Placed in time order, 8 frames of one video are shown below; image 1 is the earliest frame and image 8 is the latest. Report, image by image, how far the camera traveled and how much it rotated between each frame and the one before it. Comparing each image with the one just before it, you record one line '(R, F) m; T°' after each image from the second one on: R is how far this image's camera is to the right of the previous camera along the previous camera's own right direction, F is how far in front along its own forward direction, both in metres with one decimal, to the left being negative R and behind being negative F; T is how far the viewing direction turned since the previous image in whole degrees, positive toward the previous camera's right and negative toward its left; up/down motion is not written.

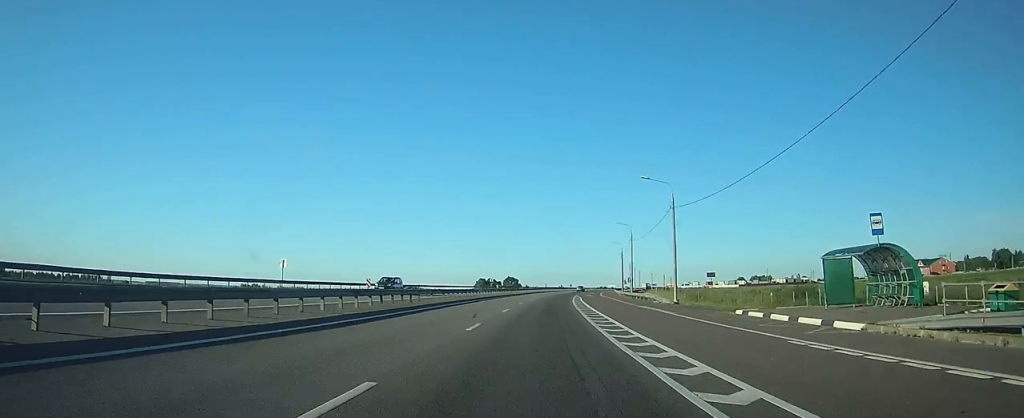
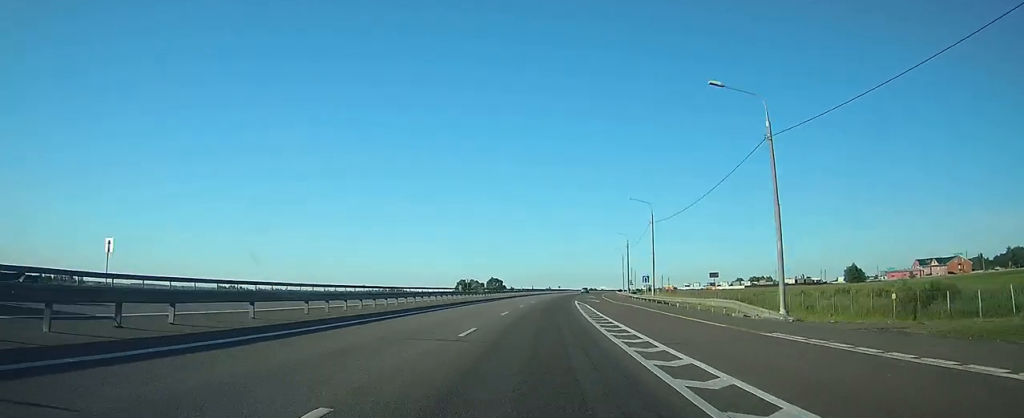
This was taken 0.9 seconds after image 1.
(+0.4, +25.5) m; +2°
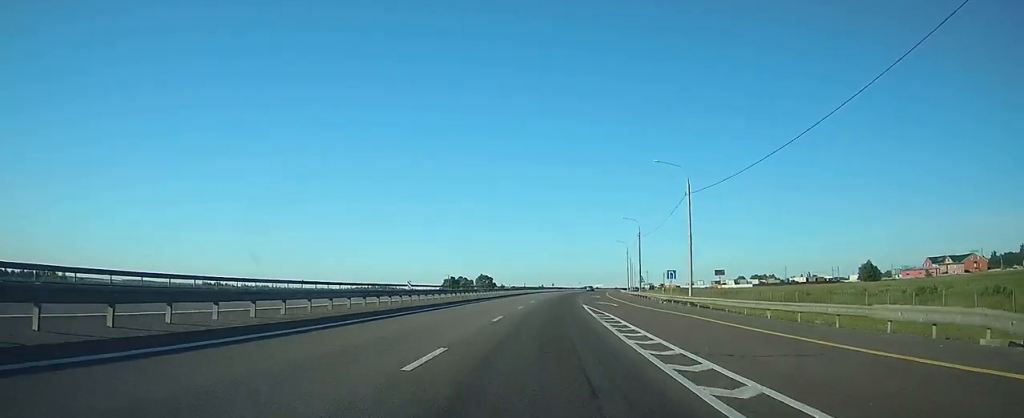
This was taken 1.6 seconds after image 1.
(+0.2, +18.2) m; +1°
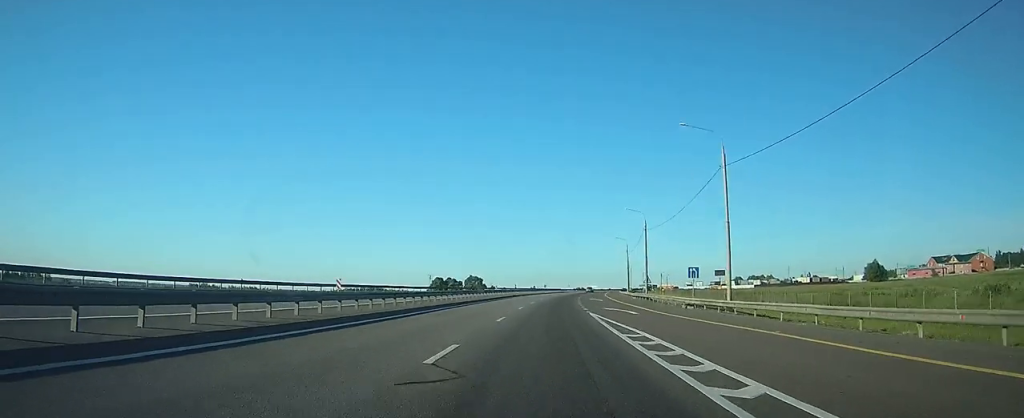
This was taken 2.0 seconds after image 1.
(0.0, +10.9) m; +1°
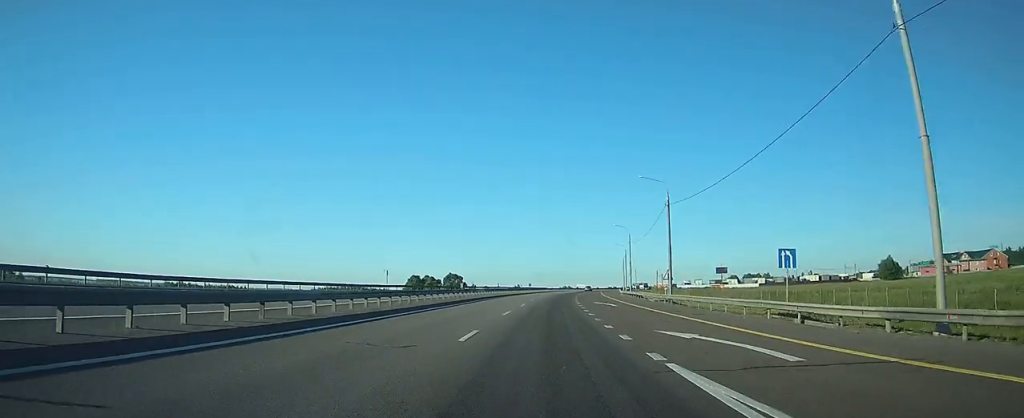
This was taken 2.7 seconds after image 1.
(+0.2, +20.1) m; +1°
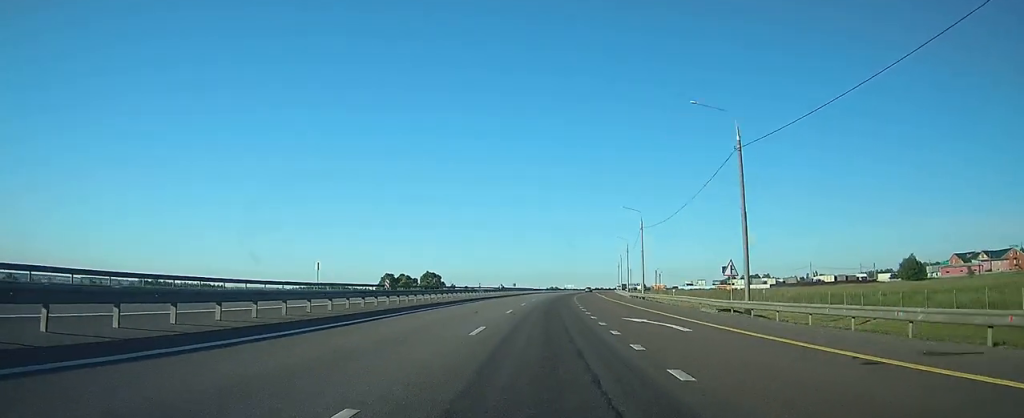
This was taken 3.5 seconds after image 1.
(+0.2, +21.9) m; +1°
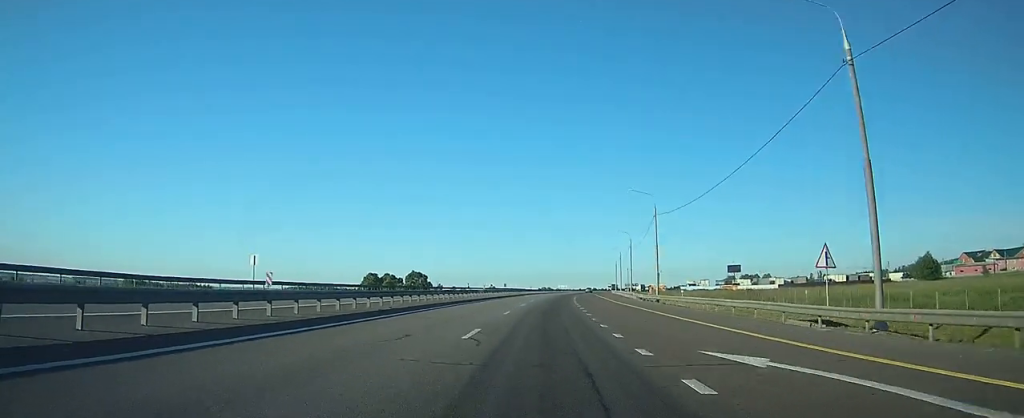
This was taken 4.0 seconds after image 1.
(0.0, +12.8) m; +1°
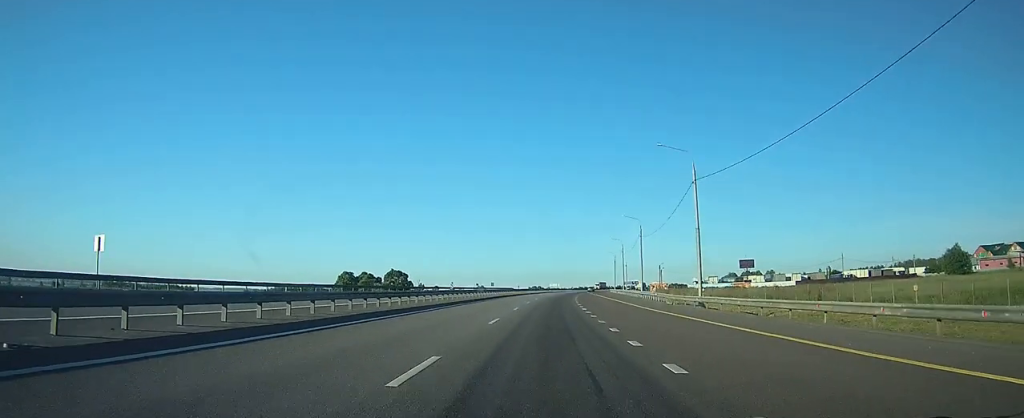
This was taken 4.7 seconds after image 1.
(+0.2, +18.4) m; +1°
